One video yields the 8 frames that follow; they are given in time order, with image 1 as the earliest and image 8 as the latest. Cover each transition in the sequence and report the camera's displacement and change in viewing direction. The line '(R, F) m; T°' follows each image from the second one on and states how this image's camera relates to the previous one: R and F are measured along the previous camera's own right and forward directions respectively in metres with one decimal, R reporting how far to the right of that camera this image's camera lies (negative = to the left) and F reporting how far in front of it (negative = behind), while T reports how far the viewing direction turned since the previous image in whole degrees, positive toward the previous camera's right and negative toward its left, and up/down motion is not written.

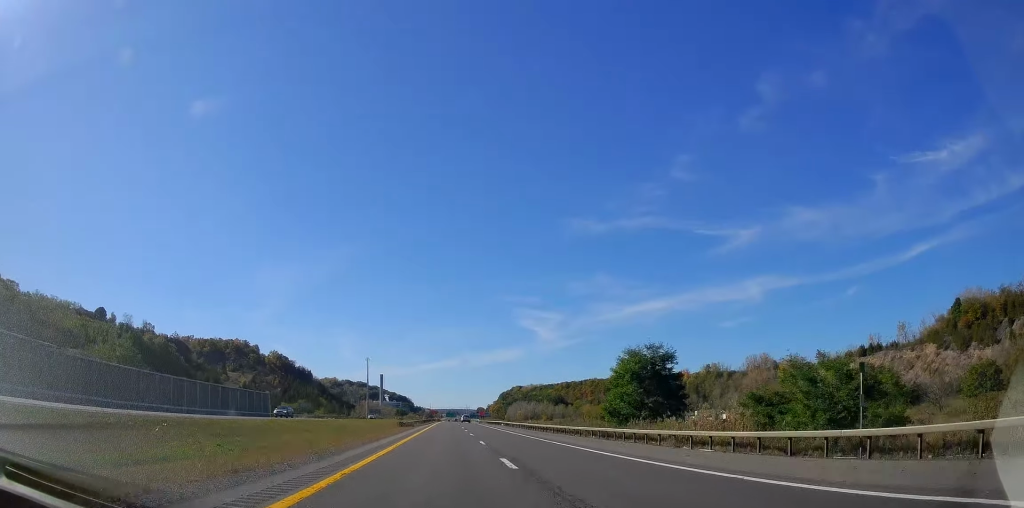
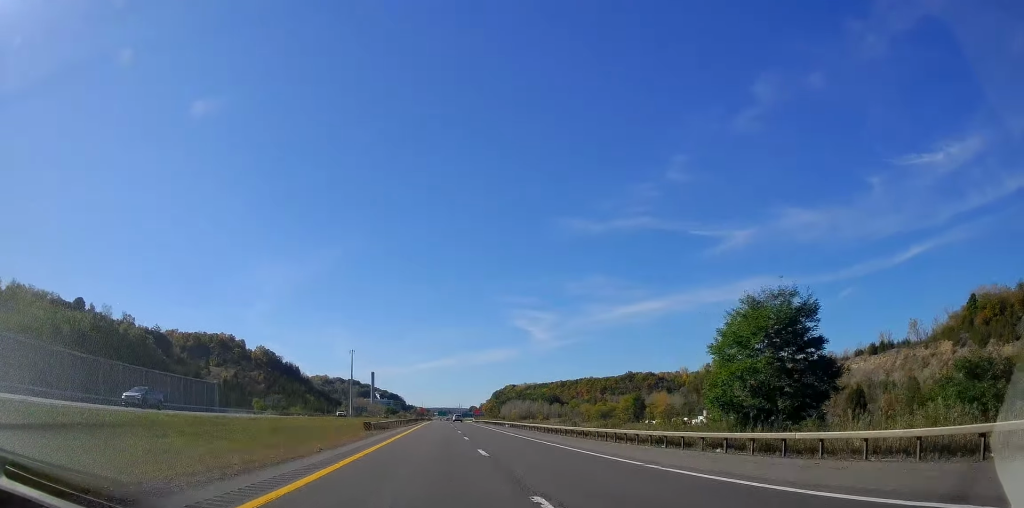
(0.0, +20.4) m; 0°
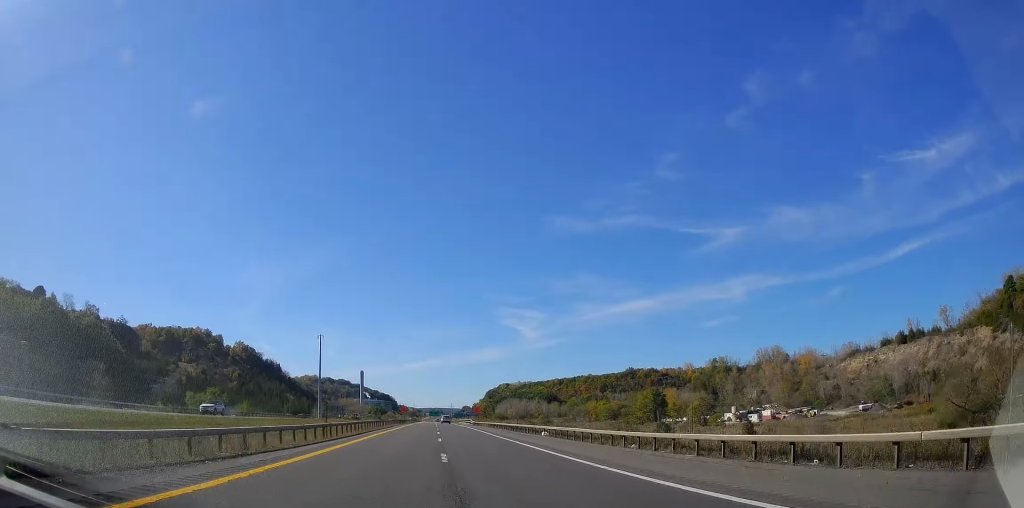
(-0.1, +38.8) m; 0°
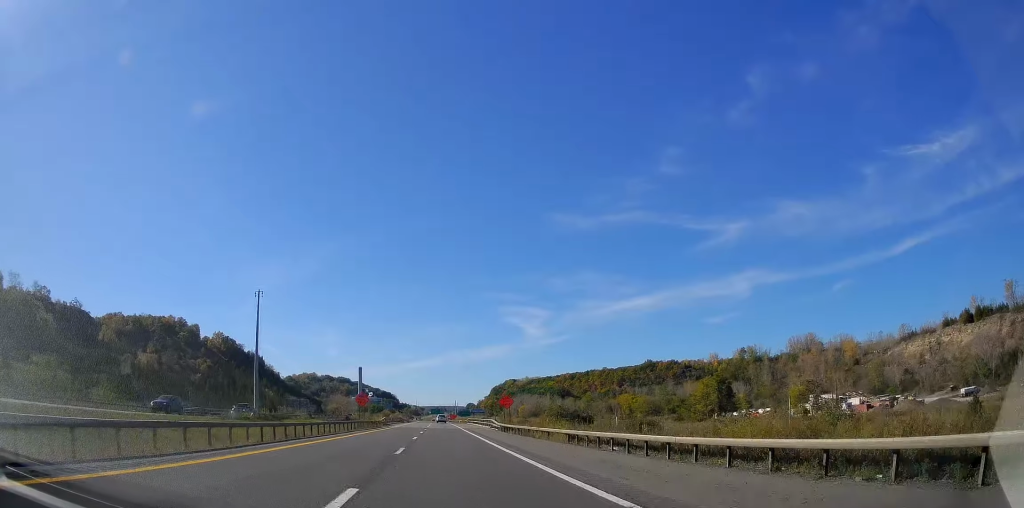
(+0.8, +58.4) m; +1°
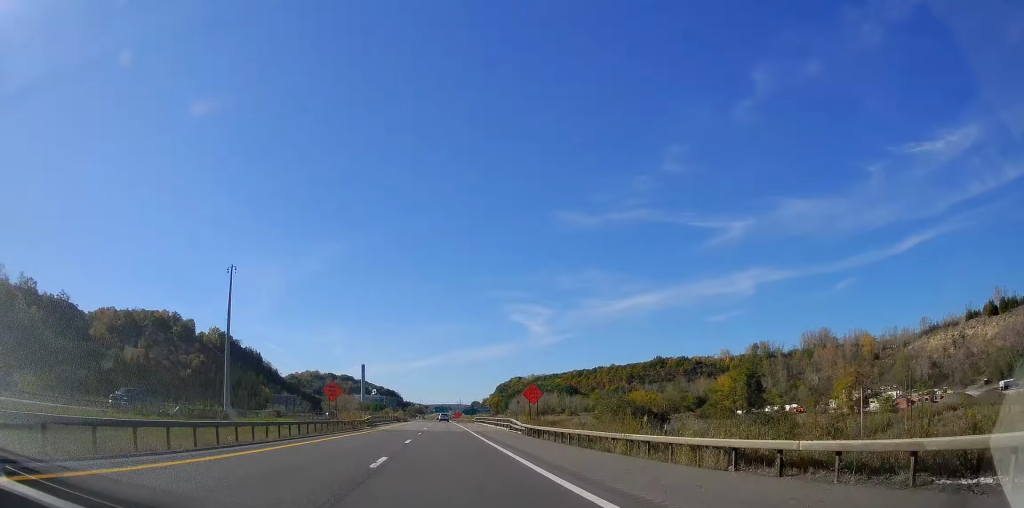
(-0.2, +17.3) m; 0°
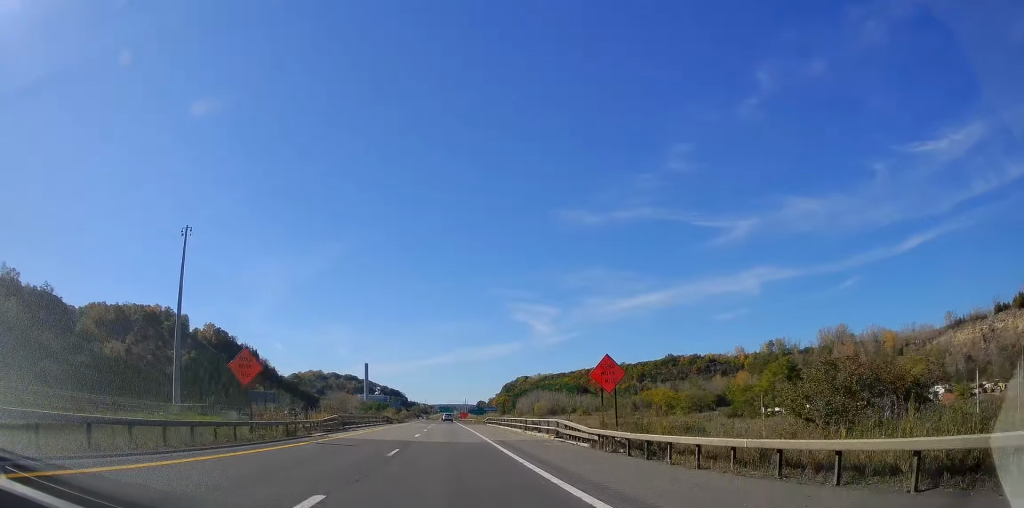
(-0.1, +20.5) m; 0°
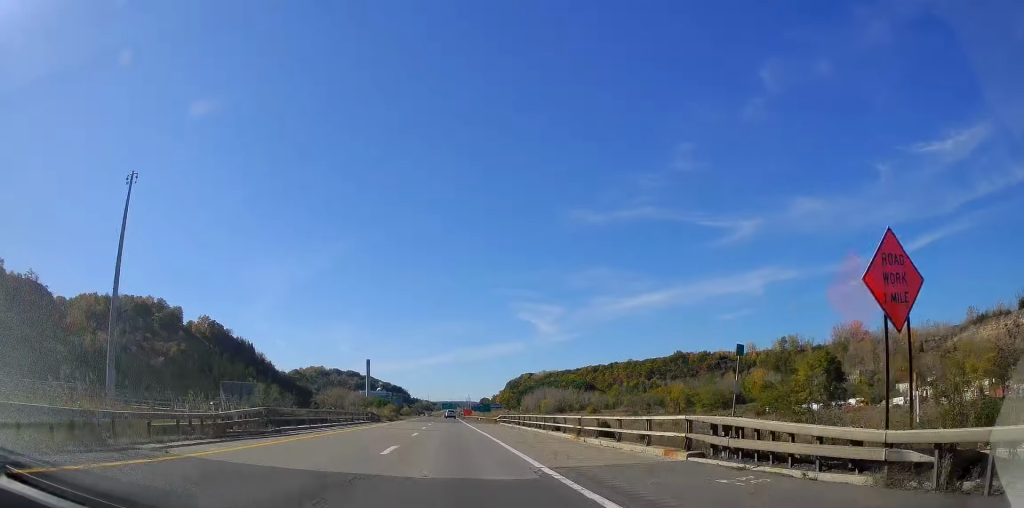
(-0.1, +17.3) m; 0°
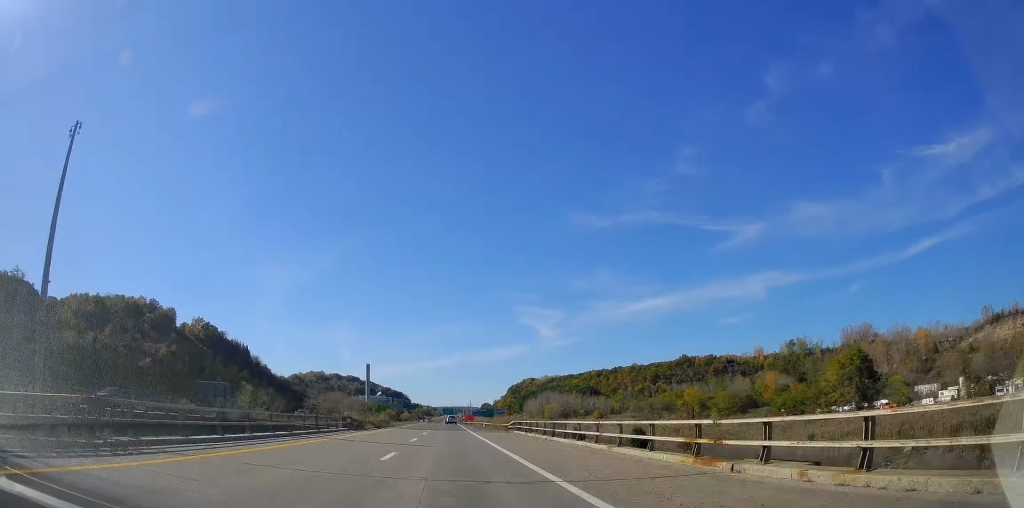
(0.0, +12.9) m; 0°
